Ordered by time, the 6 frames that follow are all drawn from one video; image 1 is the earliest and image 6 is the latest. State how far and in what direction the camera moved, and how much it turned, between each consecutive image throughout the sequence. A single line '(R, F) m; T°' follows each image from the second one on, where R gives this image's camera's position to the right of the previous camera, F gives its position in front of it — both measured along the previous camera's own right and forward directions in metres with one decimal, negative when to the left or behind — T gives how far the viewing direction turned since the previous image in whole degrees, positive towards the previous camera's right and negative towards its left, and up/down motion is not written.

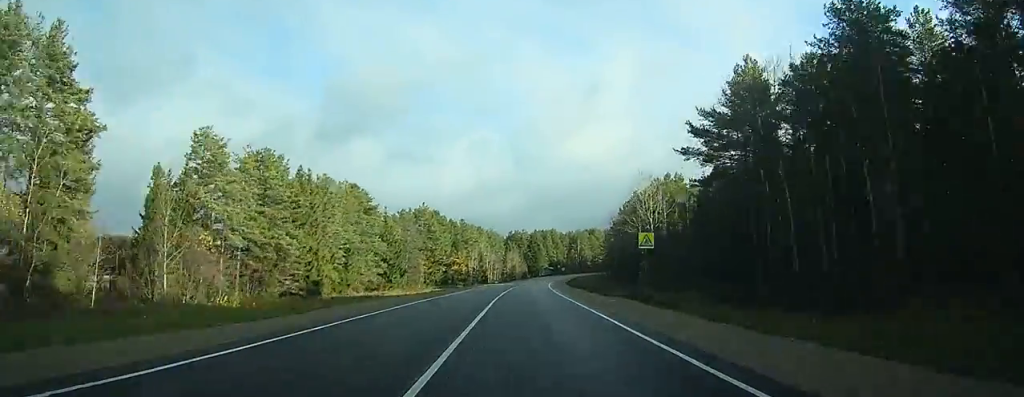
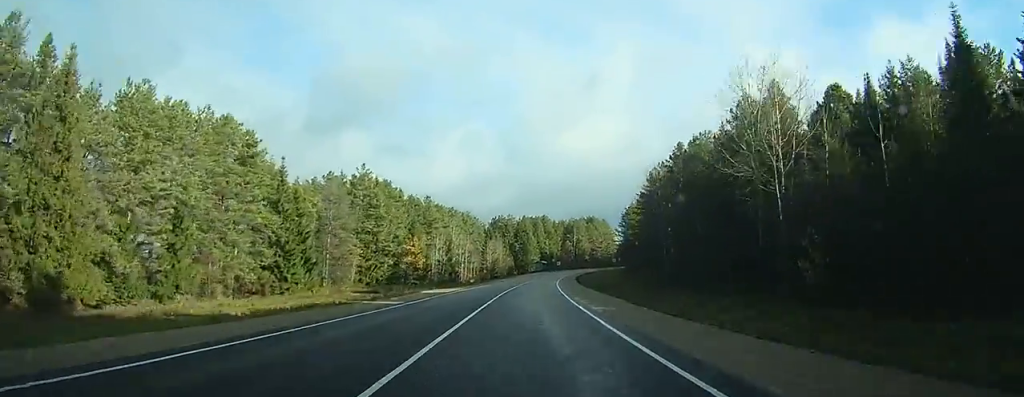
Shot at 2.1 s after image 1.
(+0.6, +44.9) m; +2°
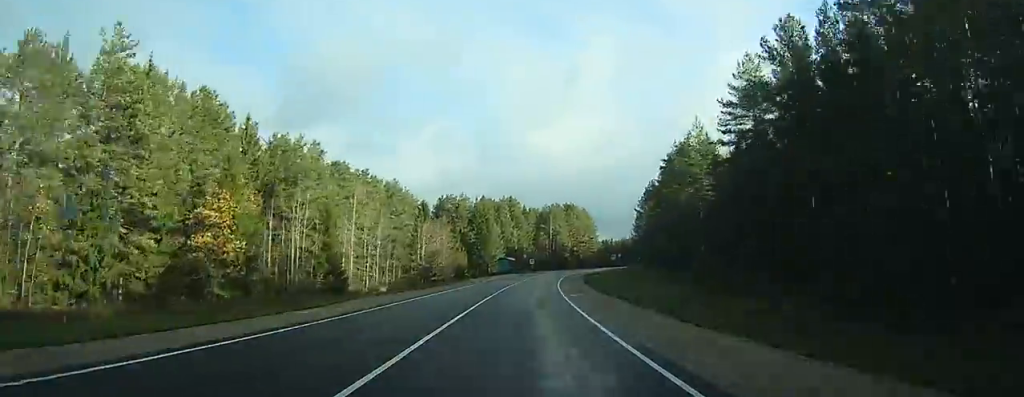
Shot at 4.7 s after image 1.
(+1.8, +57.1) m; +3°
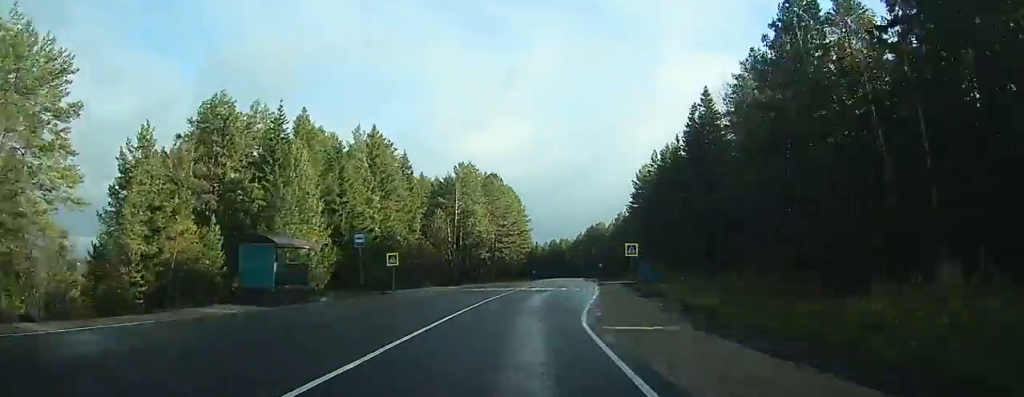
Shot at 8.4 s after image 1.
(+3.5, +82.5) m; +7°
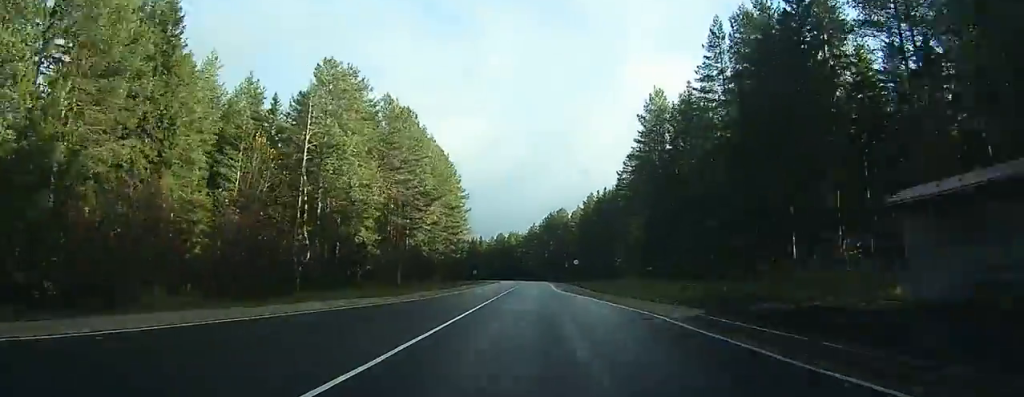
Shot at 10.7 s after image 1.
(+2.2, +49.8) m; +5°
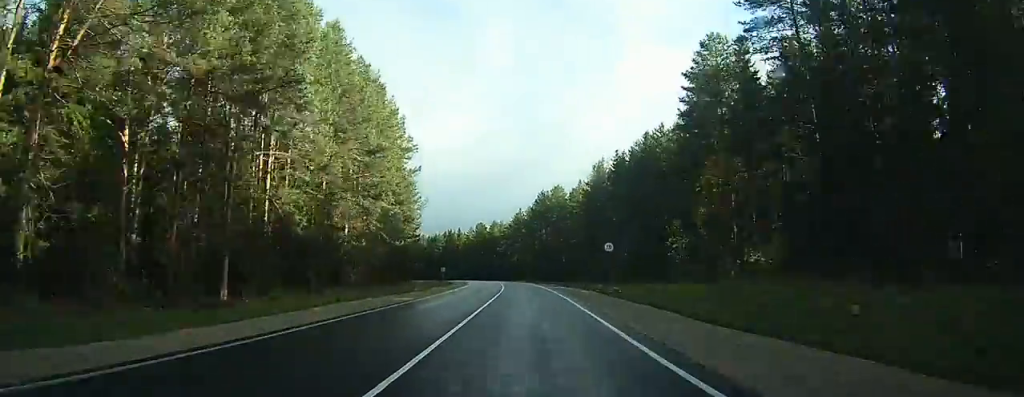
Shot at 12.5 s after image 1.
(+1.3, +40.7) m; +2°
